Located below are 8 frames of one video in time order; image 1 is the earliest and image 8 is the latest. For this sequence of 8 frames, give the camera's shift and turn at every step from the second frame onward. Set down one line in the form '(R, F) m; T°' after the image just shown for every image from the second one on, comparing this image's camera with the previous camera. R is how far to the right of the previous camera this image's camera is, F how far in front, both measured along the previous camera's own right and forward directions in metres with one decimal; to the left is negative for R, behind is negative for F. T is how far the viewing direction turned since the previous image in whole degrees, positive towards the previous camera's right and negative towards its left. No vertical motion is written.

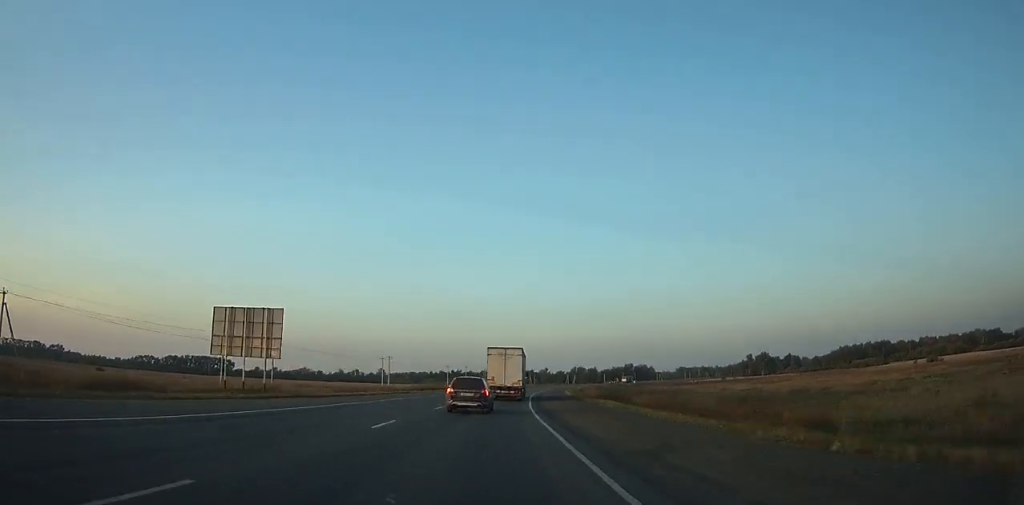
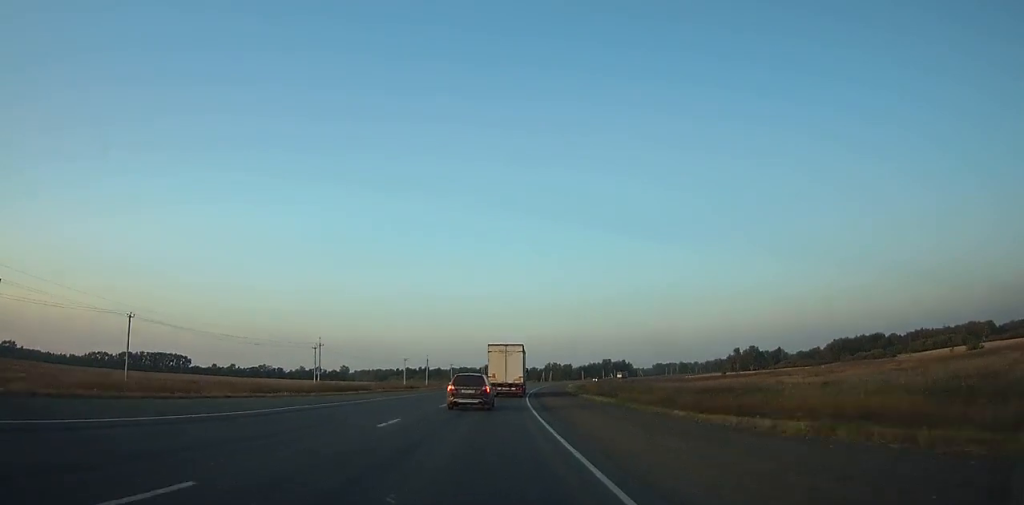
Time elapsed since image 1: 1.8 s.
(+1.1, +35.9) m; +2°
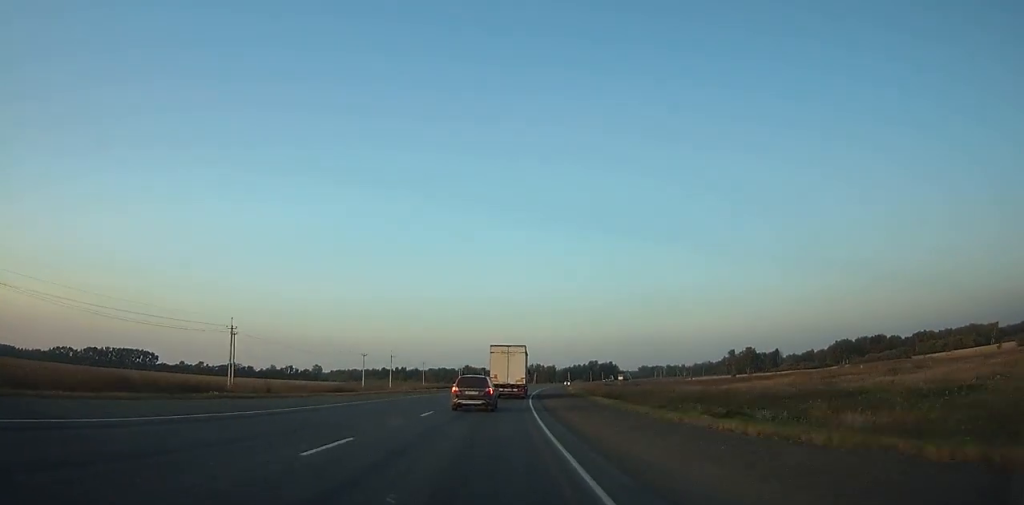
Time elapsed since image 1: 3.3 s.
(+0.1, +29.9) m; +2°
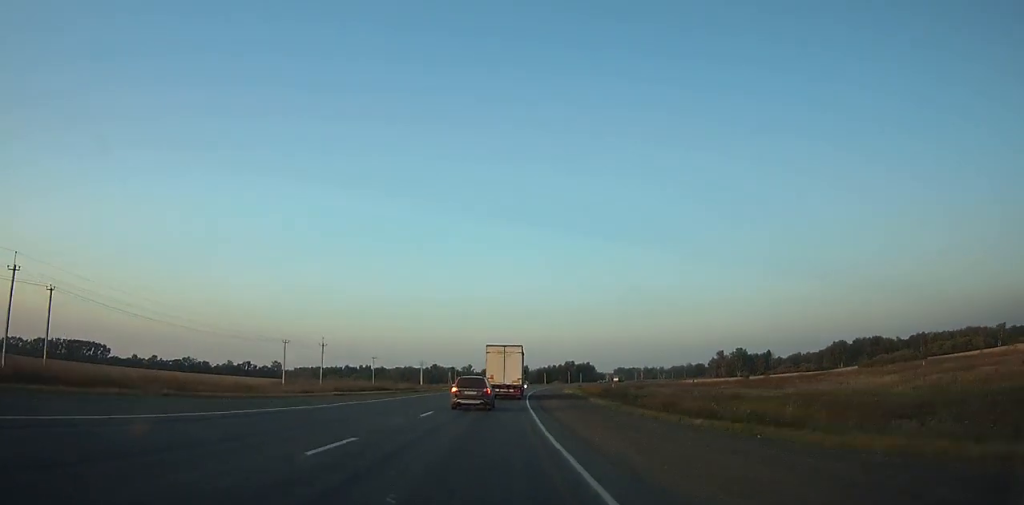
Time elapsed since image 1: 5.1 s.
(+1.2, +35.8) m; +3°
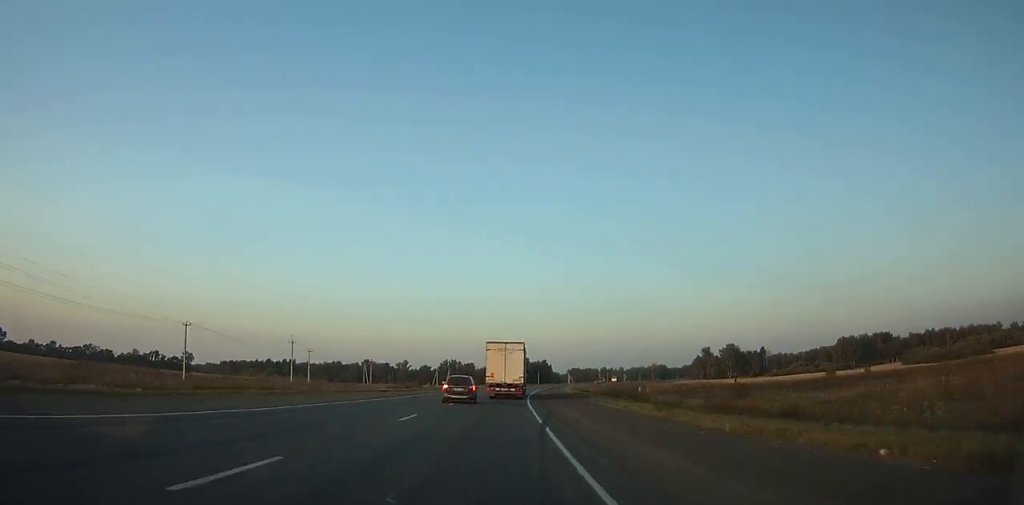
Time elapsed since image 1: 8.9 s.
(+3.0, +74.9) m; +5°
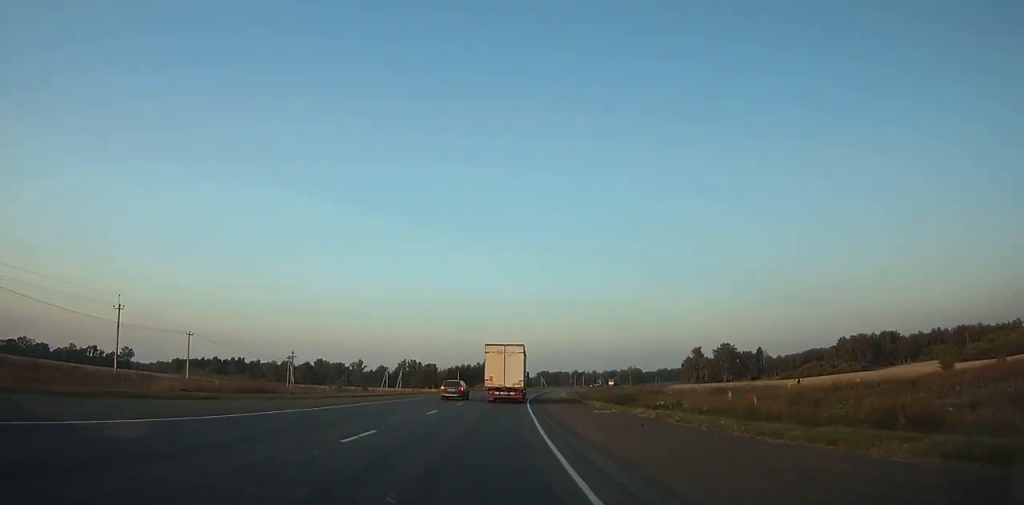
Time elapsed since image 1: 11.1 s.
(+1.5, +42.3) m; +3°
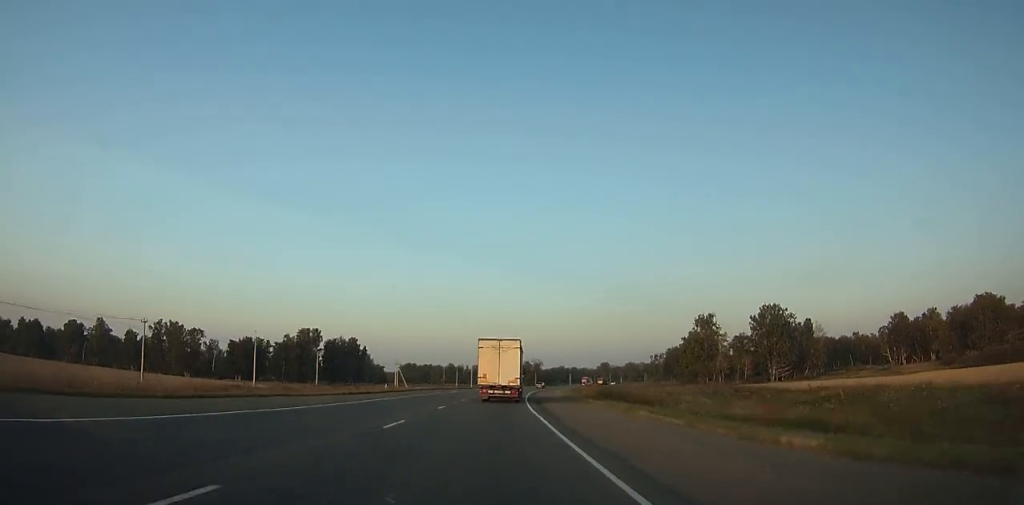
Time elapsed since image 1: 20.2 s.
(+18.1, +165.5) m; +12°
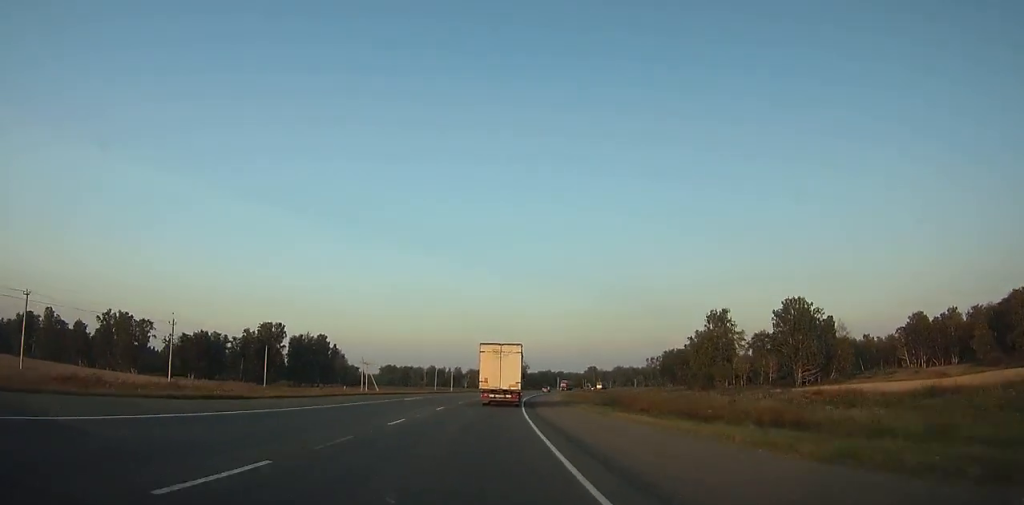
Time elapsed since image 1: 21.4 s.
(0.0, +21.6) m; +2°
